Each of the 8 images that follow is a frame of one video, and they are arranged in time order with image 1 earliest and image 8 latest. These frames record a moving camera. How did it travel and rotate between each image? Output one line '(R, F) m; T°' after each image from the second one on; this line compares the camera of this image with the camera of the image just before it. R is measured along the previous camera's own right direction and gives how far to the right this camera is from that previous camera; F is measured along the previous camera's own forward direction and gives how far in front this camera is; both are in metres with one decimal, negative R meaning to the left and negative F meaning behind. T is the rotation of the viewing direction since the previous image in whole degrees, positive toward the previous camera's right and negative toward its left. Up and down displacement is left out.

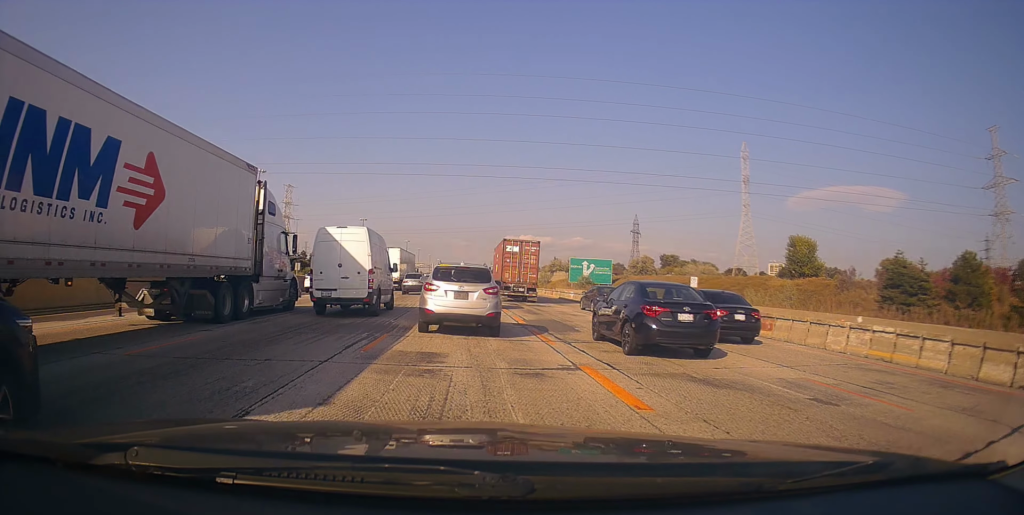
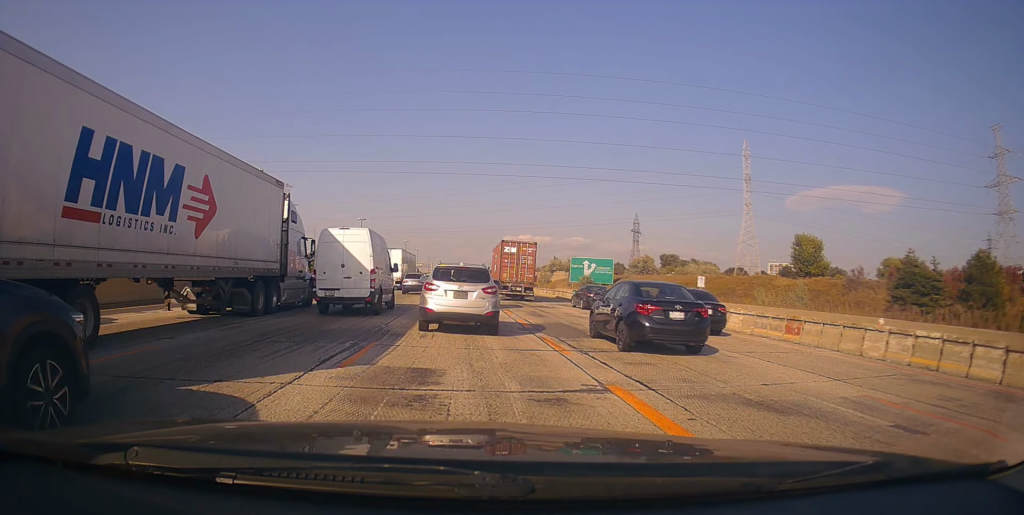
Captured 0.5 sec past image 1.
(-0.3, +1.8) m; +2°
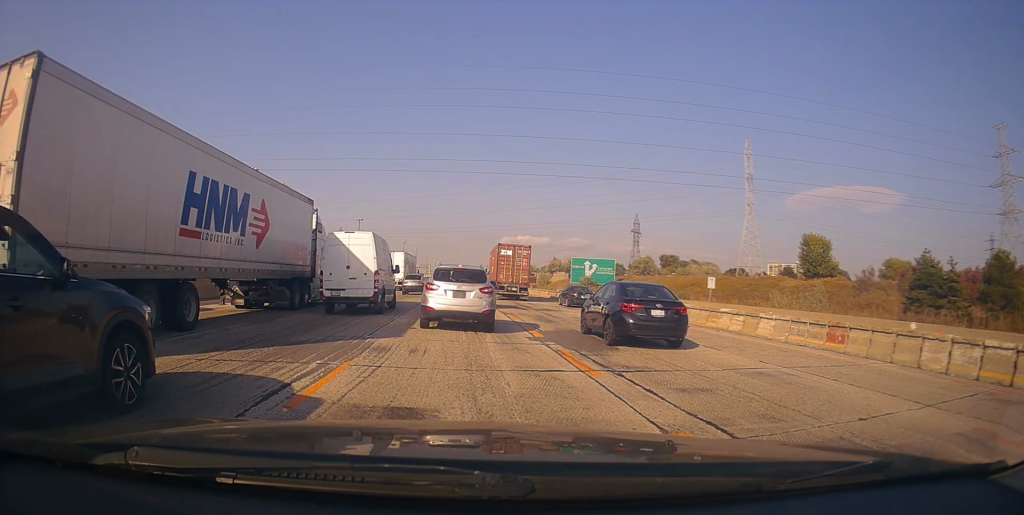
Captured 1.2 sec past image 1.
(-0.1, +2.5) m; +2°
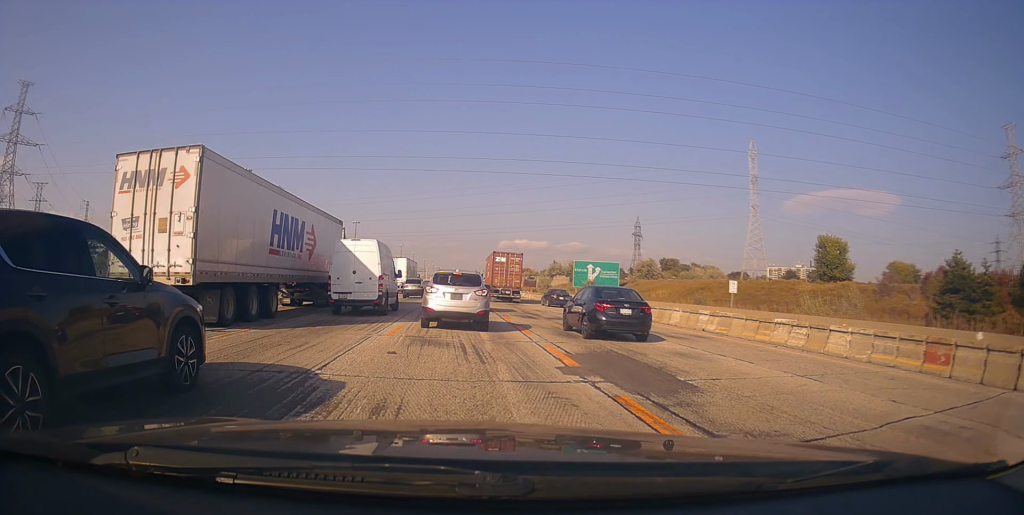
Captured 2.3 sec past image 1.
(+0.3, +4.3) m; -5°
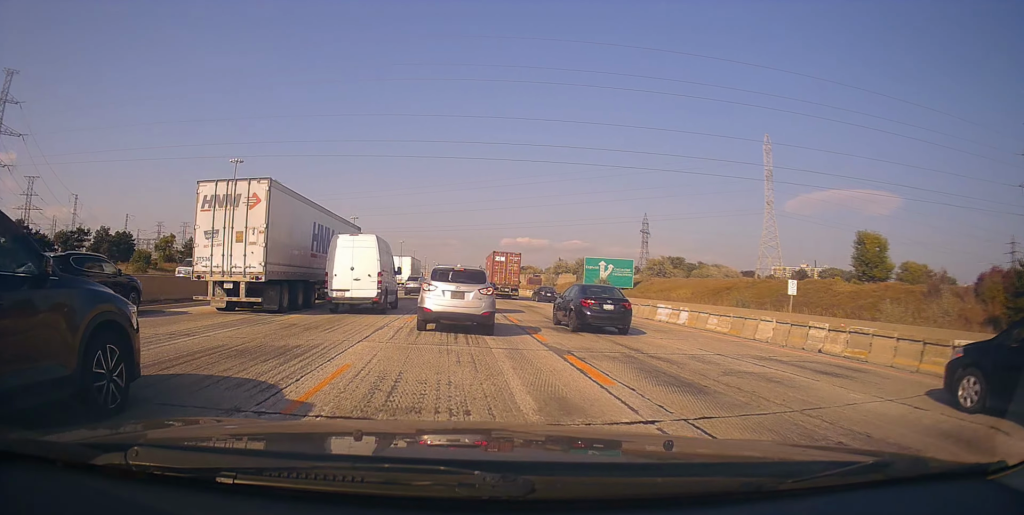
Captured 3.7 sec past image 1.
(-0.8, +7.4) m; -5°
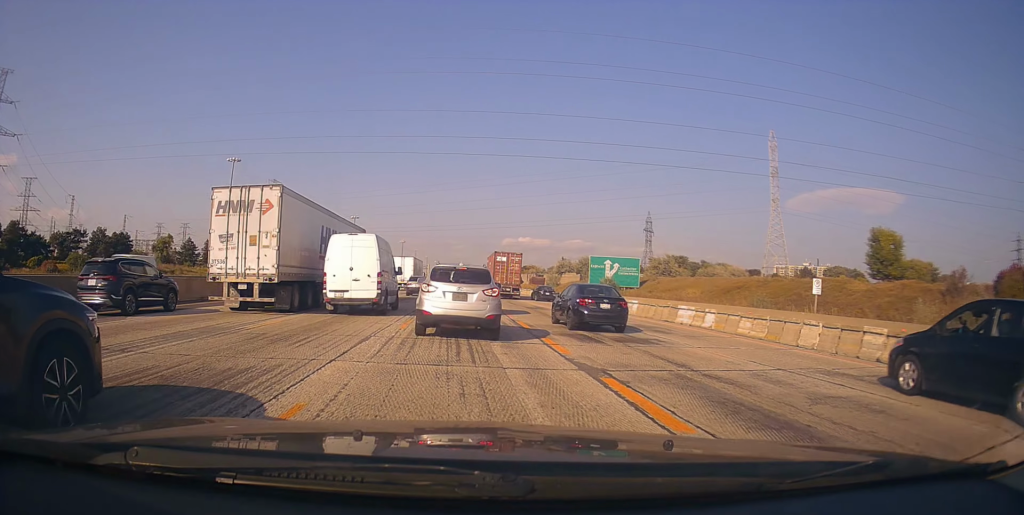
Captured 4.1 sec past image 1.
(0.0, +2.4) m; +1°
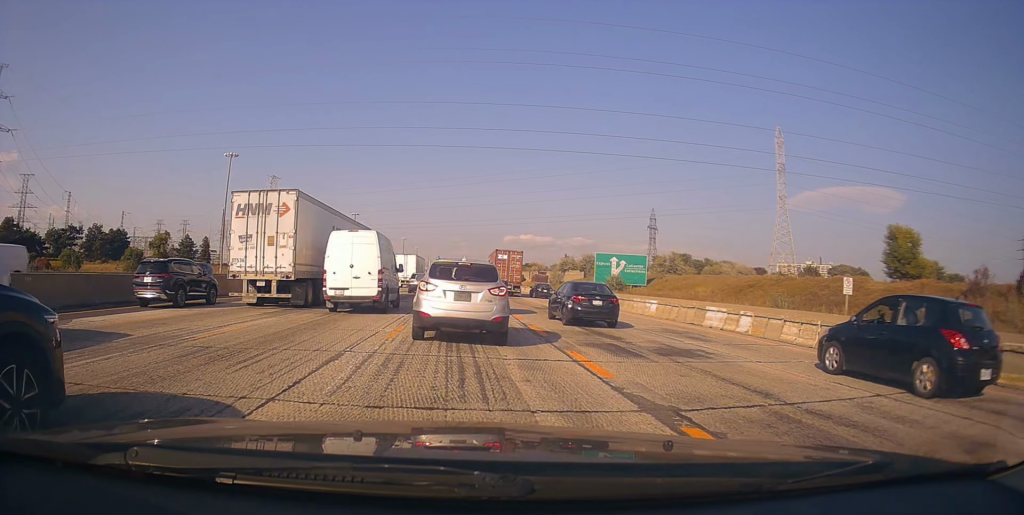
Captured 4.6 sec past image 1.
(0.0, +3.0) m; +1°
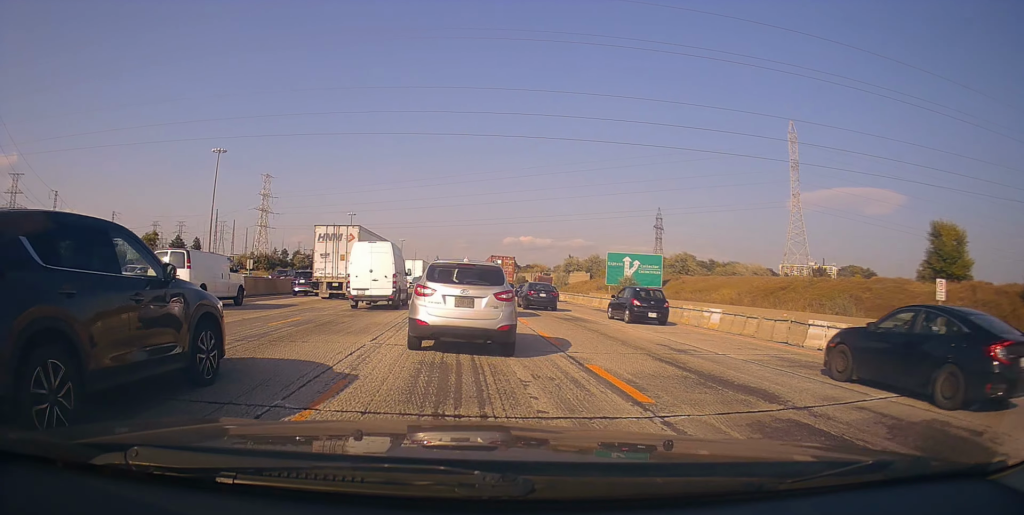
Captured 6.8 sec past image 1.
(+0.3, +8.6) m; 0°
